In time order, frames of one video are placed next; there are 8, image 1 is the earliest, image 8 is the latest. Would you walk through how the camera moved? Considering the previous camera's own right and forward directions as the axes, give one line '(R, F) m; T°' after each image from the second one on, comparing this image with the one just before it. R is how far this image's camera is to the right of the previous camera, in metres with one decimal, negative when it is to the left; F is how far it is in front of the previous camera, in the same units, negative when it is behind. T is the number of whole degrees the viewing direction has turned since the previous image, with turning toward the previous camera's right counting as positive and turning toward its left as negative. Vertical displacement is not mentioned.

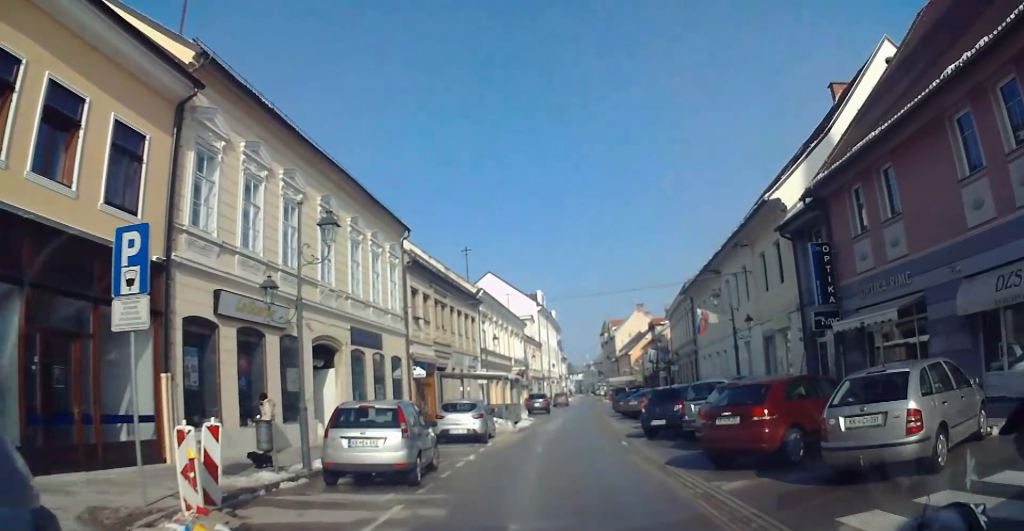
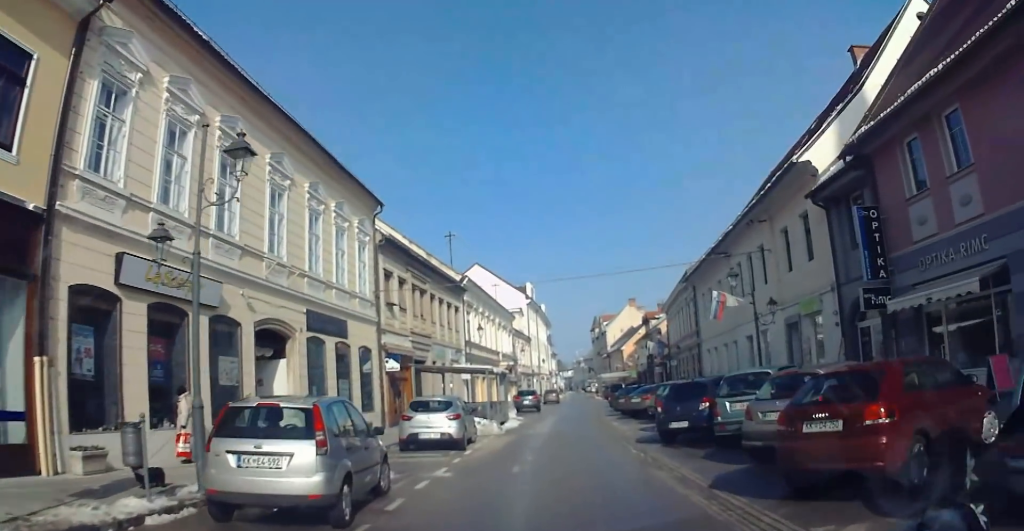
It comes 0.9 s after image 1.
(0.0, +4.1) m; +1°
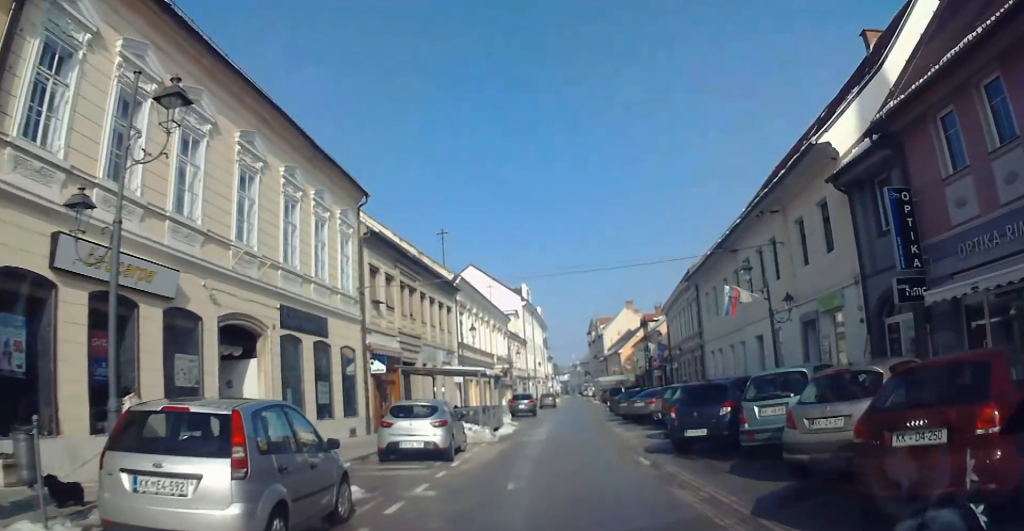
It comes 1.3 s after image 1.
(0.0, +2.1) m; 0°
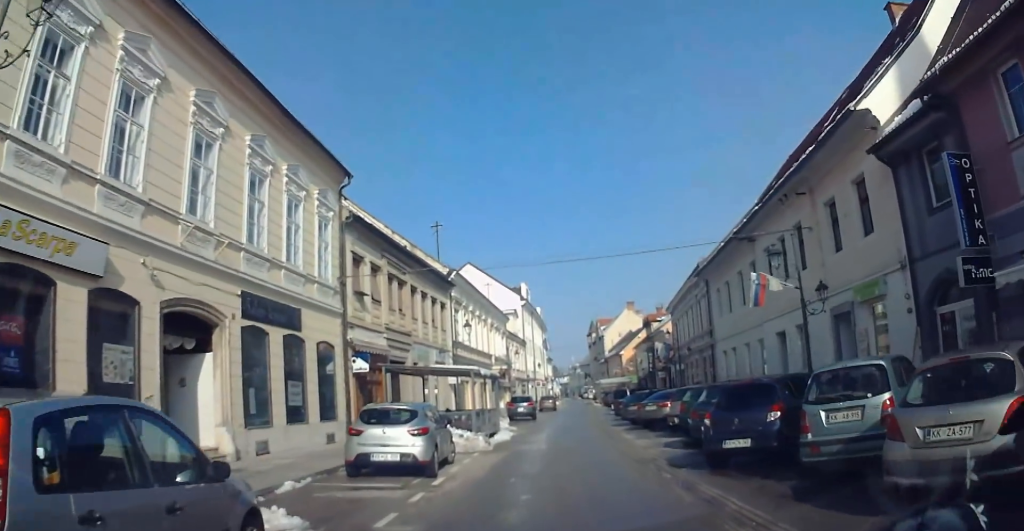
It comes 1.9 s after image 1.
(0.0, +2.9) m; +1°
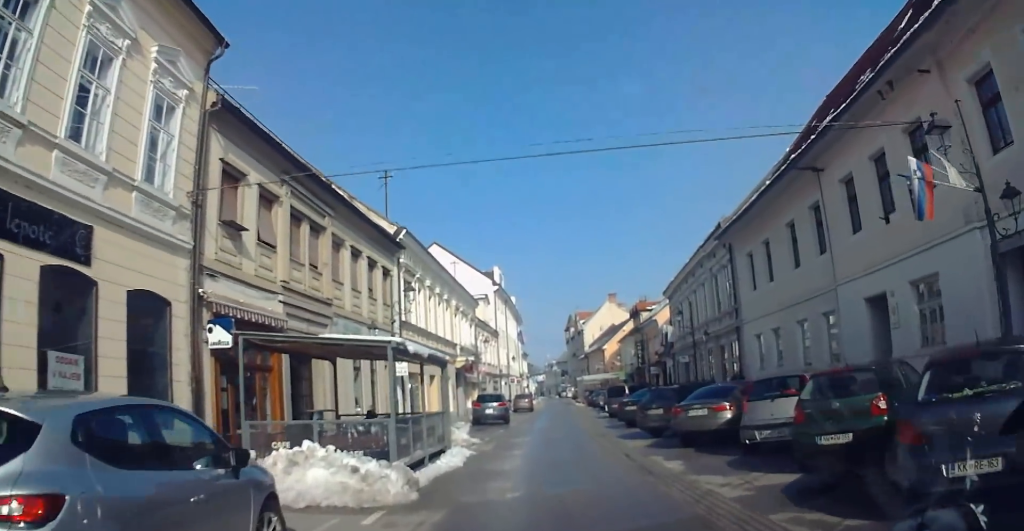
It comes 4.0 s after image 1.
(+0.5, +10.2) m; +3°
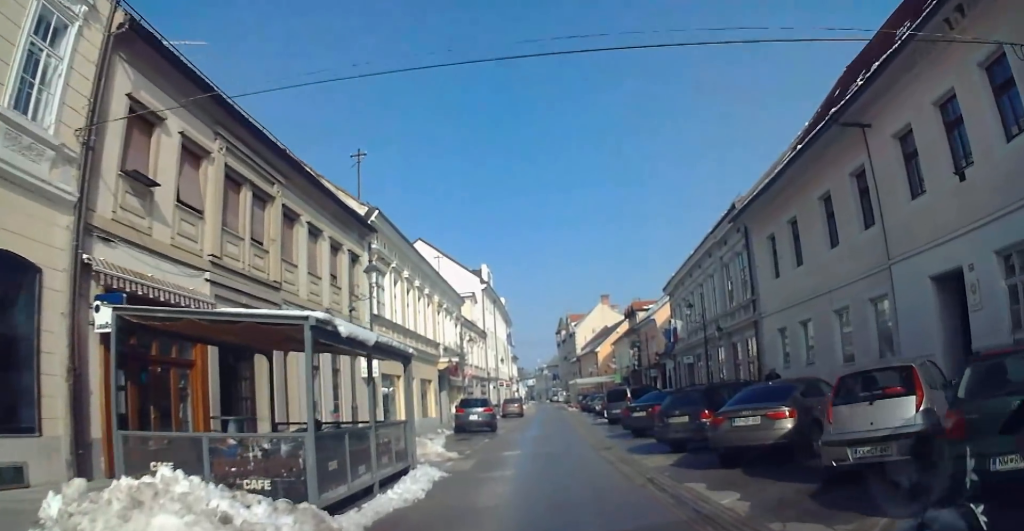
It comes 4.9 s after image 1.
(-0.2, +4.2) m; 0°
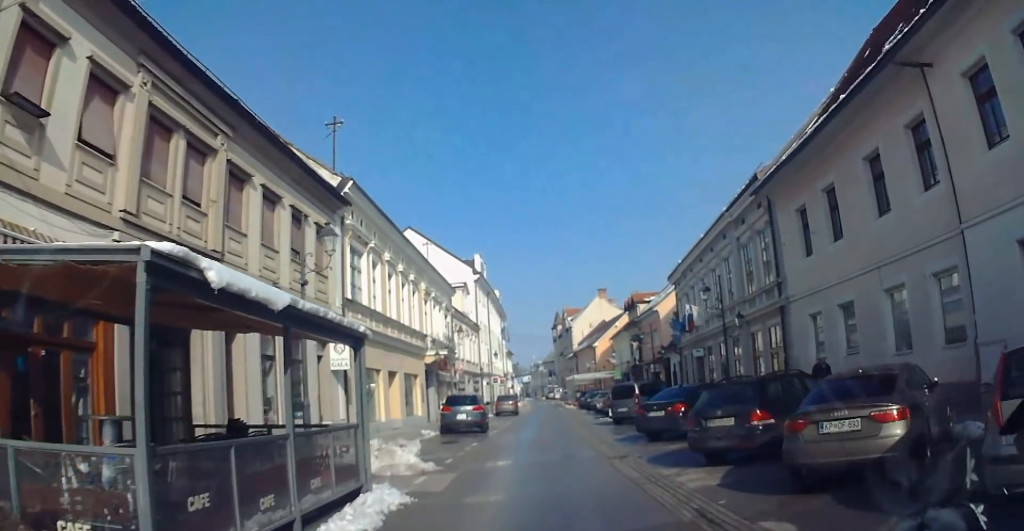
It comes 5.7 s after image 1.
(+0.2, +3.9) m; +1°
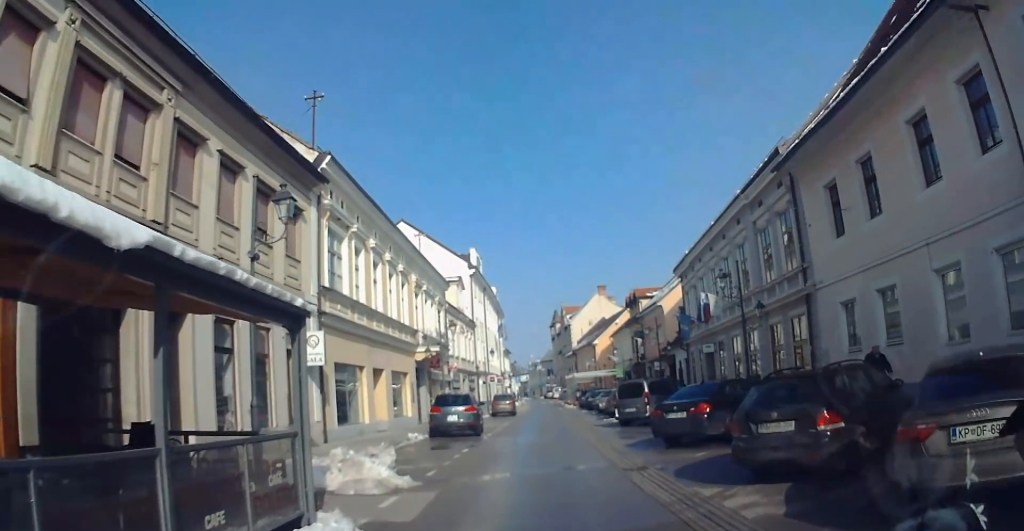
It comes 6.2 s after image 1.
(-0.1, +3.1) m; 0°
